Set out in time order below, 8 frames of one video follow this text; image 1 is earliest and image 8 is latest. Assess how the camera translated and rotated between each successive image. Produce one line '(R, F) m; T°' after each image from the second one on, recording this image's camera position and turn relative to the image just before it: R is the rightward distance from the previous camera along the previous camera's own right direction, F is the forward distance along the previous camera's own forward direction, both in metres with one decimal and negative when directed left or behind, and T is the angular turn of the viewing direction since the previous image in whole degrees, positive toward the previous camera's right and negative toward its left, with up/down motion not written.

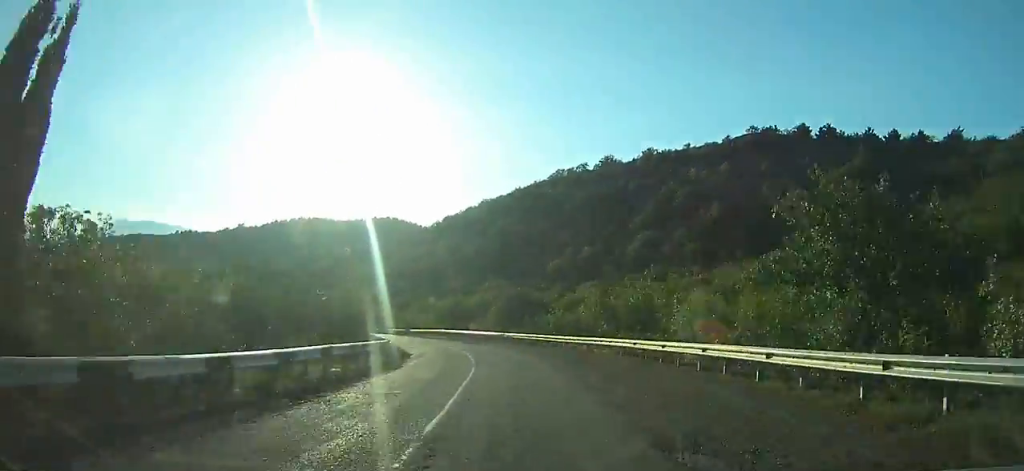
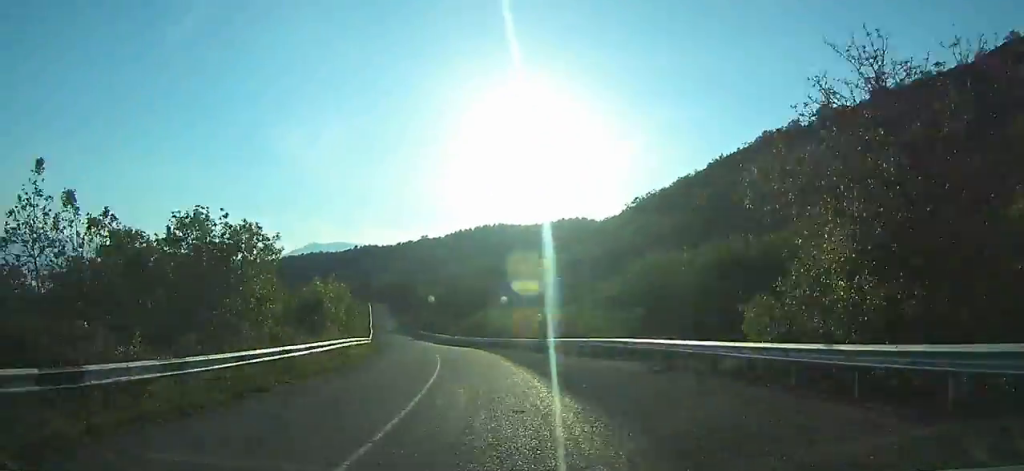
(-1.4, +48.4) m; -10°
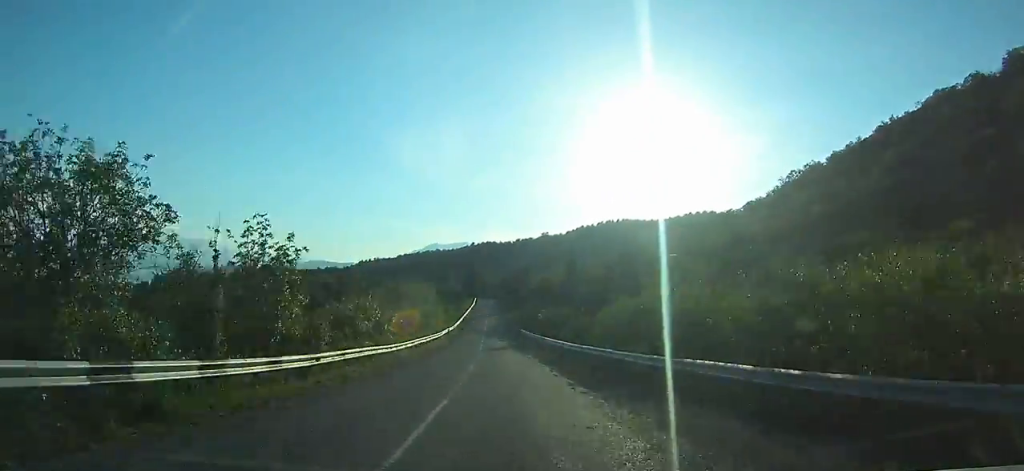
(-4.1, +38.5) m; -11°
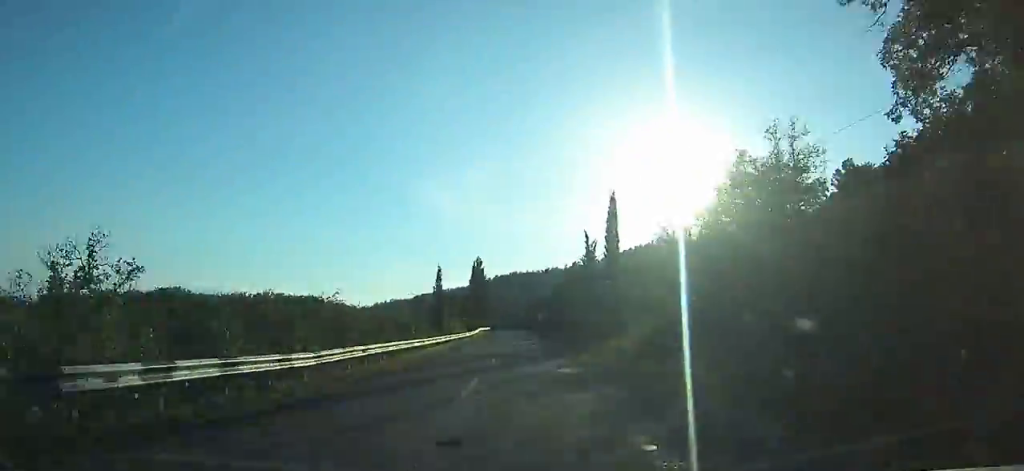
(-11.9, +88.6) m; -10°
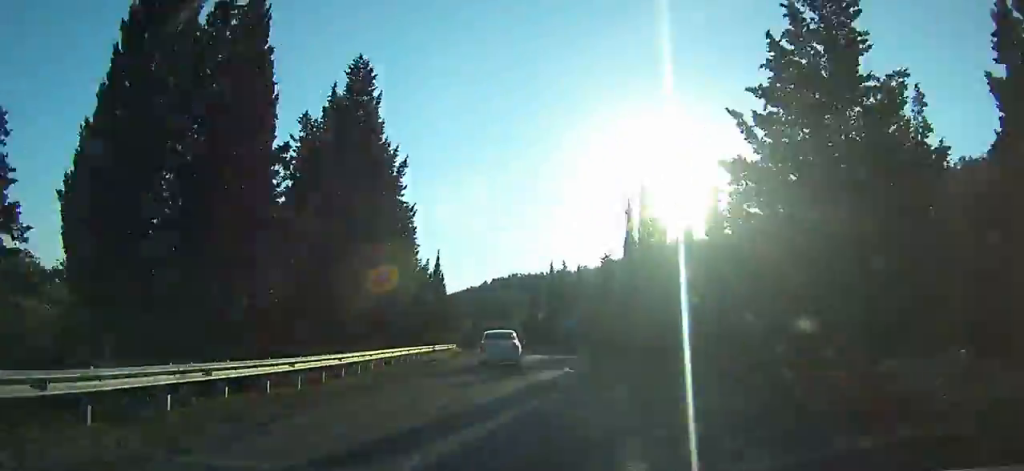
(-0.8, +78.7) m; -2°
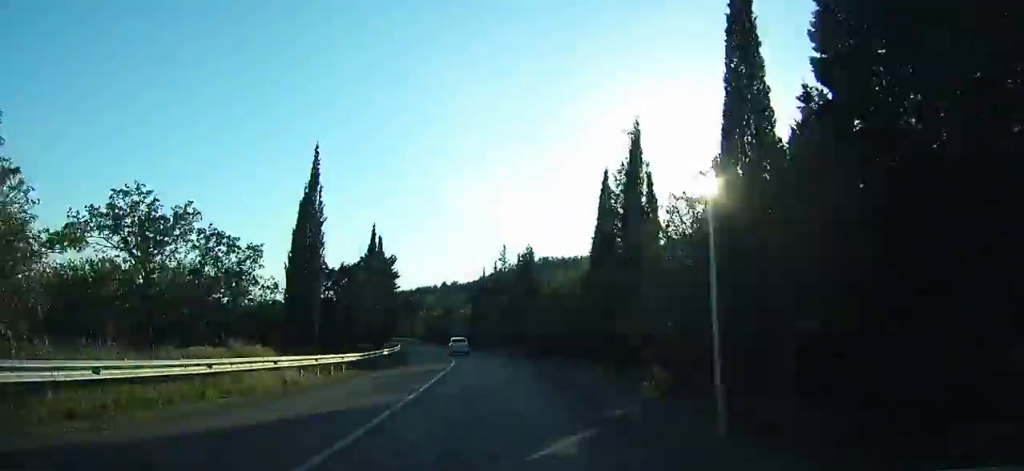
(-1.3, +62.8) m; -5°
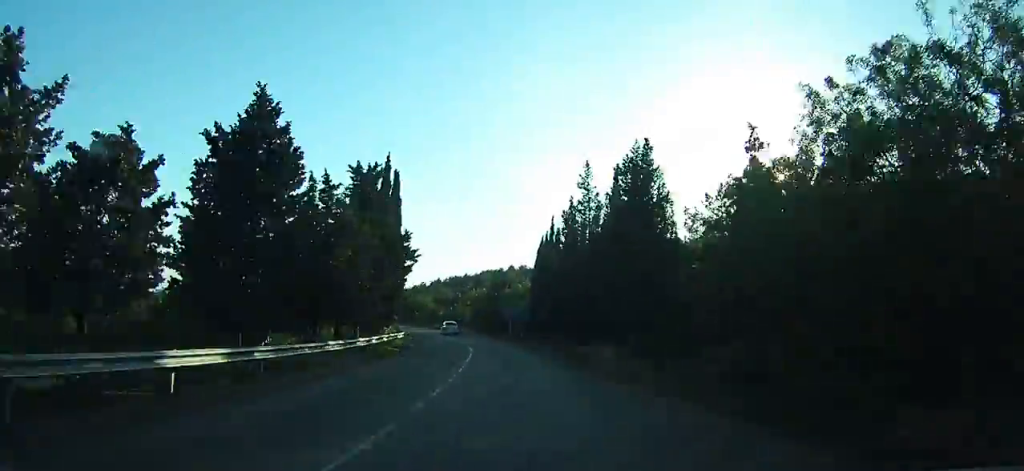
(+0.6, +28.1) m; -3°
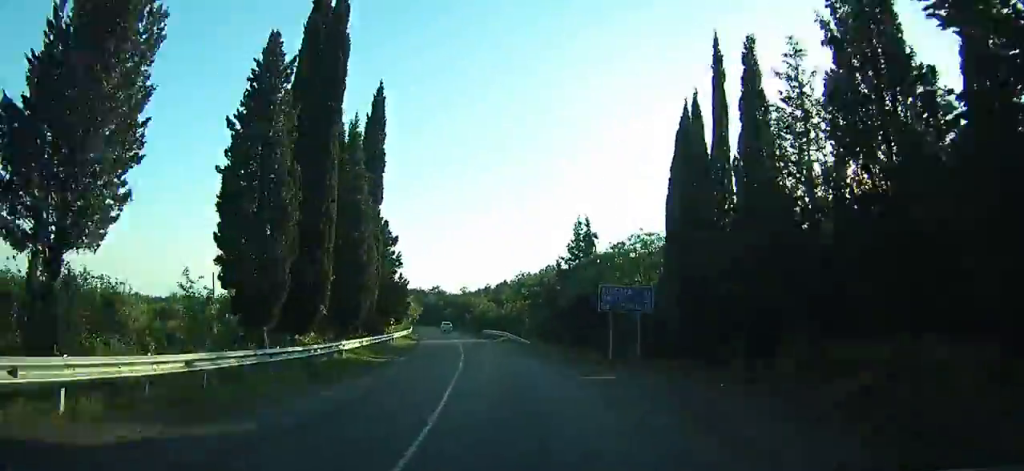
(-2.6, +33.1) m; -6°
